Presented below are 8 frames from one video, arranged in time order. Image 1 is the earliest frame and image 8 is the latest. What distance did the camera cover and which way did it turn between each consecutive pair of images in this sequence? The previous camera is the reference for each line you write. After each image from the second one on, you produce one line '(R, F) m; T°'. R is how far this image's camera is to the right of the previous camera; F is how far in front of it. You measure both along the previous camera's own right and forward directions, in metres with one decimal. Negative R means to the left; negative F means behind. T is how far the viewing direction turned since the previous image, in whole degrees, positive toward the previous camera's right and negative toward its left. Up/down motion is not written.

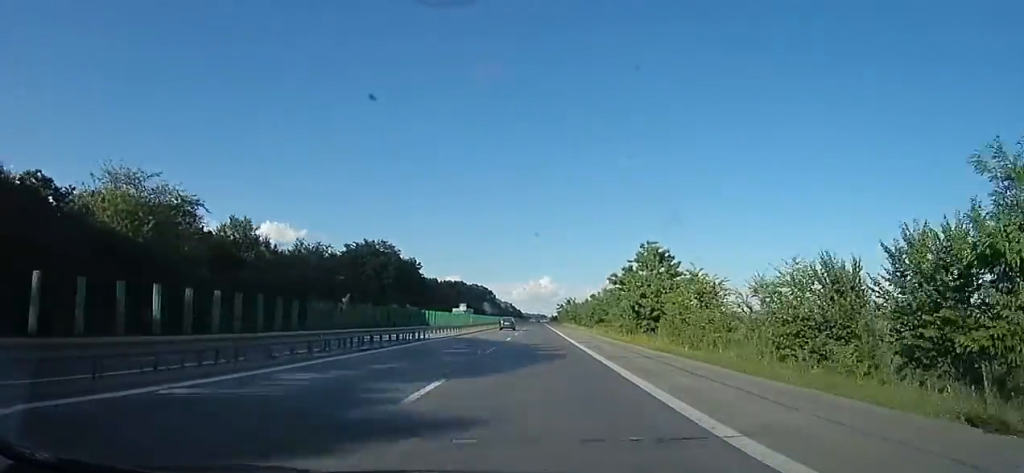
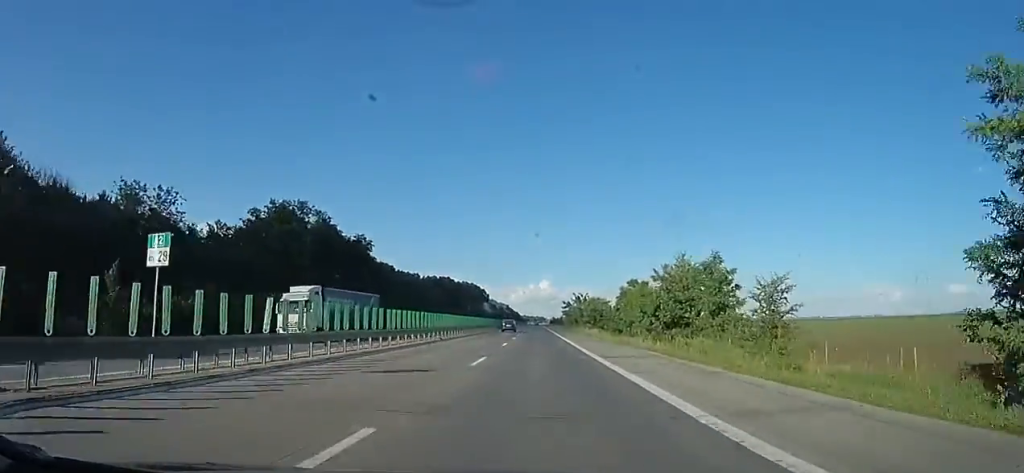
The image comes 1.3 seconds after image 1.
(+0.6, +40.7) m; +1°
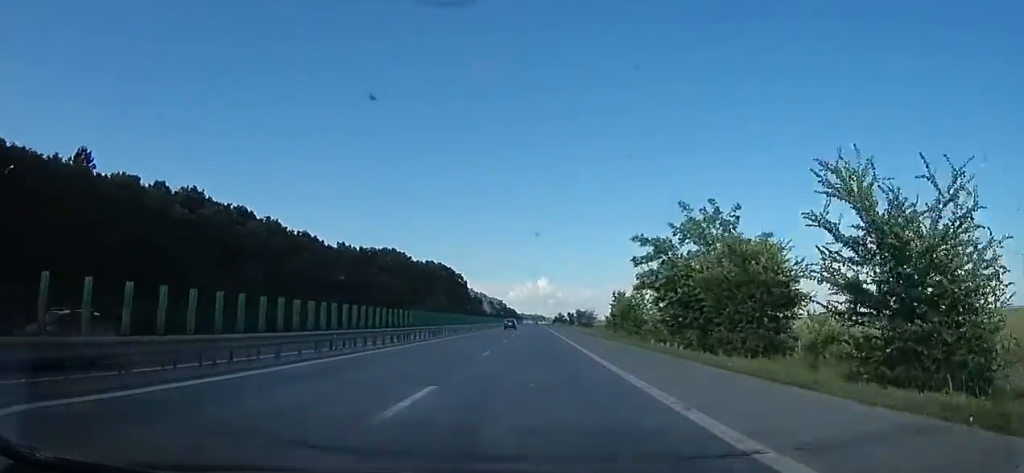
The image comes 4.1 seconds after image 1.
(+1.0, +91.8) m; -1°
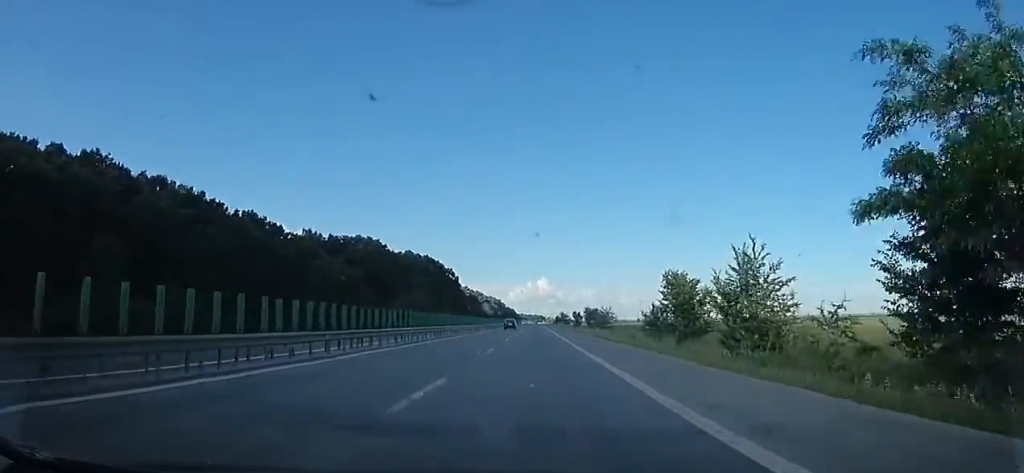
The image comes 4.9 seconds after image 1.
(-0.6, +22.9) m; -1°
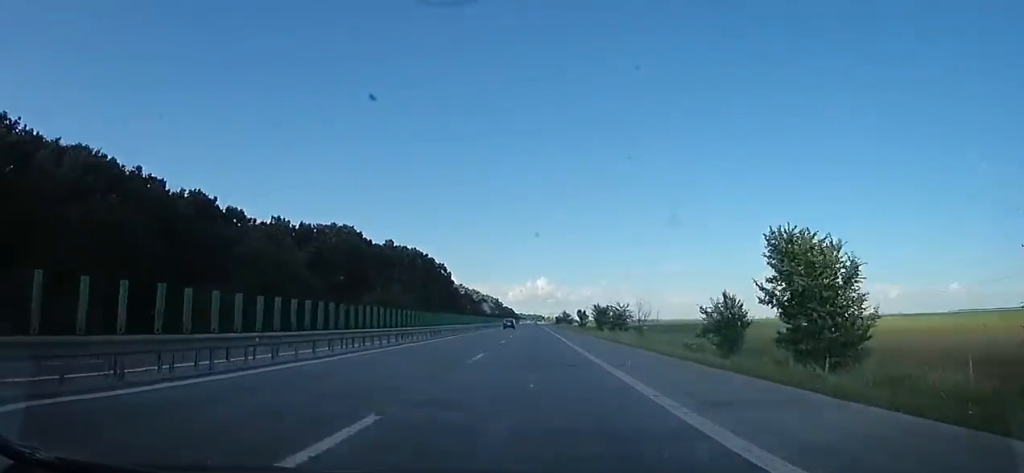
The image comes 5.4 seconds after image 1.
(-0.2, +16.0) m; +1°
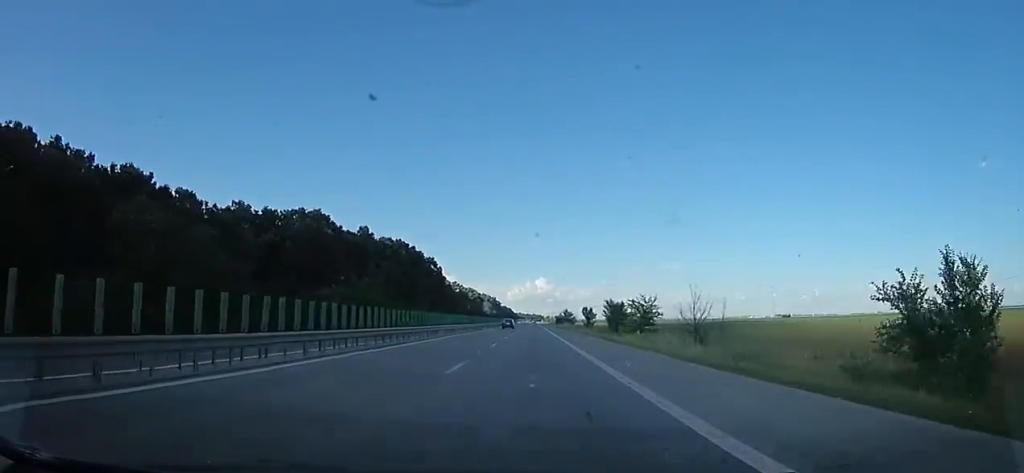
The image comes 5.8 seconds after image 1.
(+0.1, +15.4) m; +1°
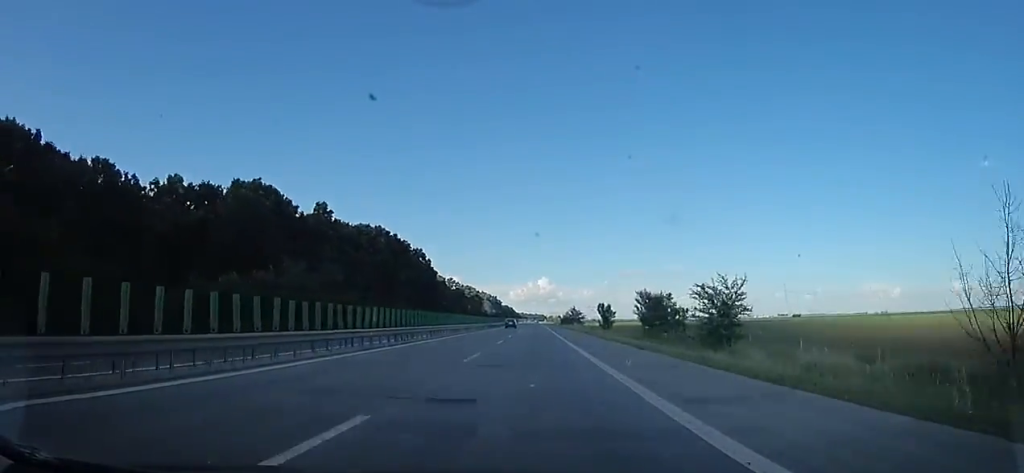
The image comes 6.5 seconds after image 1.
(+0.8, +20.2) m; 0°
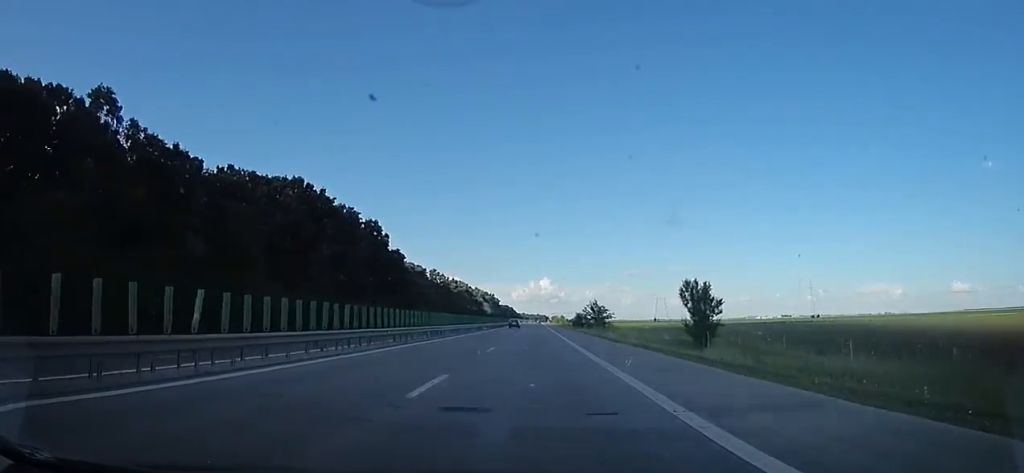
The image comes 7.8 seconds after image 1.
(-0.6, +42.6) m; +1°
